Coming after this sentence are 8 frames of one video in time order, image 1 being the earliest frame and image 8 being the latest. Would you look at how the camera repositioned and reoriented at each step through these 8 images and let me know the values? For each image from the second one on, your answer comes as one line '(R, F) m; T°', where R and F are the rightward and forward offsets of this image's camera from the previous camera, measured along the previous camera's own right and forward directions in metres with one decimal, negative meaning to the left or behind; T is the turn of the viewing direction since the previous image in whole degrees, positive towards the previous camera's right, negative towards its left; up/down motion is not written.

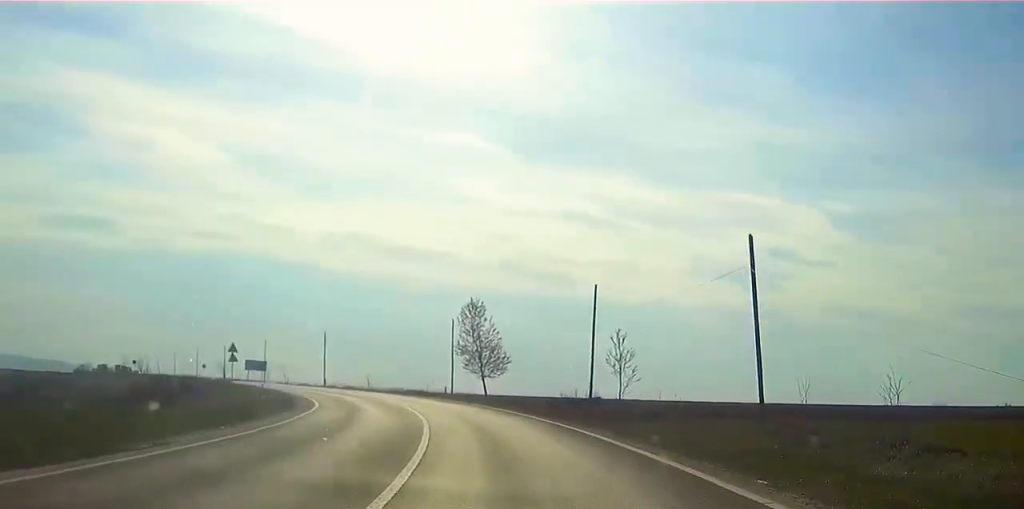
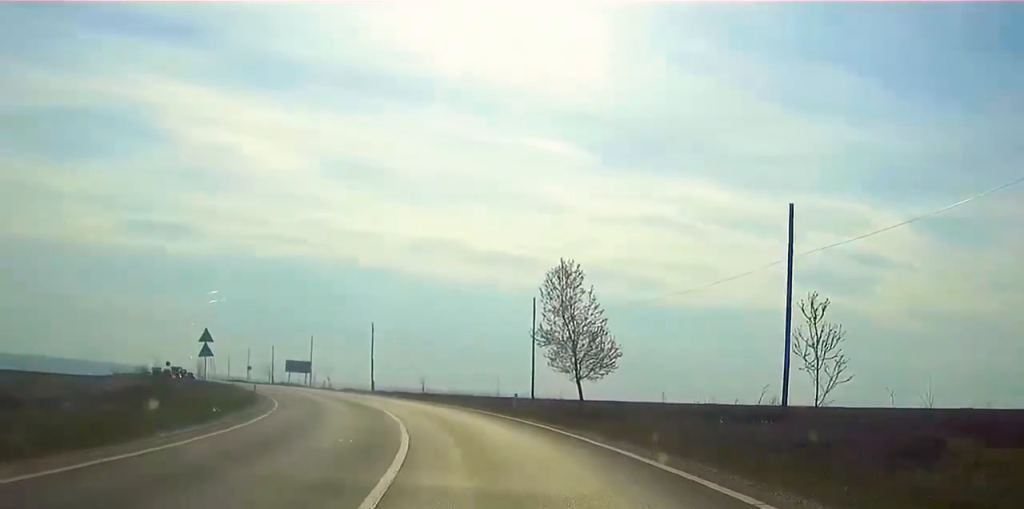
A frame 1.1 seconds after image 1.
(0.0, +26.7) m; -5°
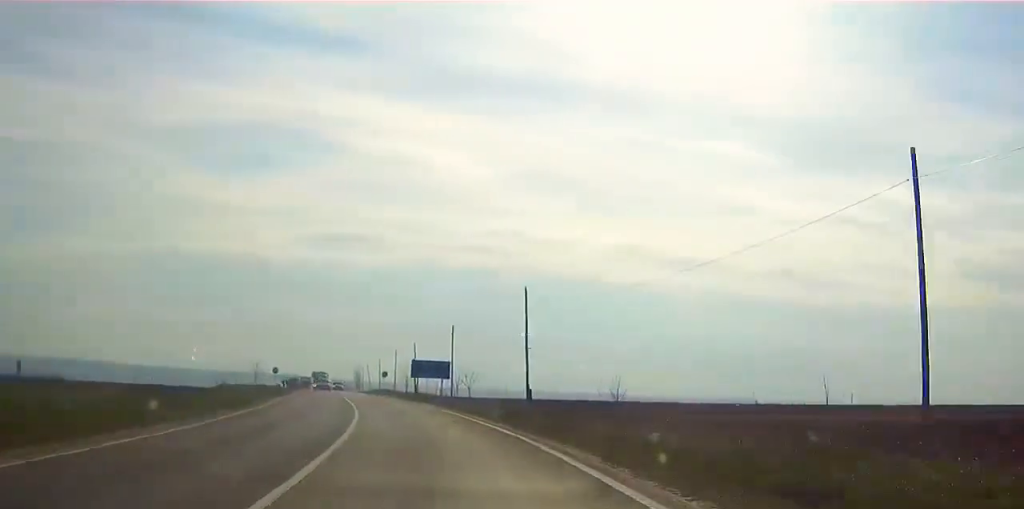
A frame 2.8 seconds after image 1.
(-3.8, +41.2) m; -10°
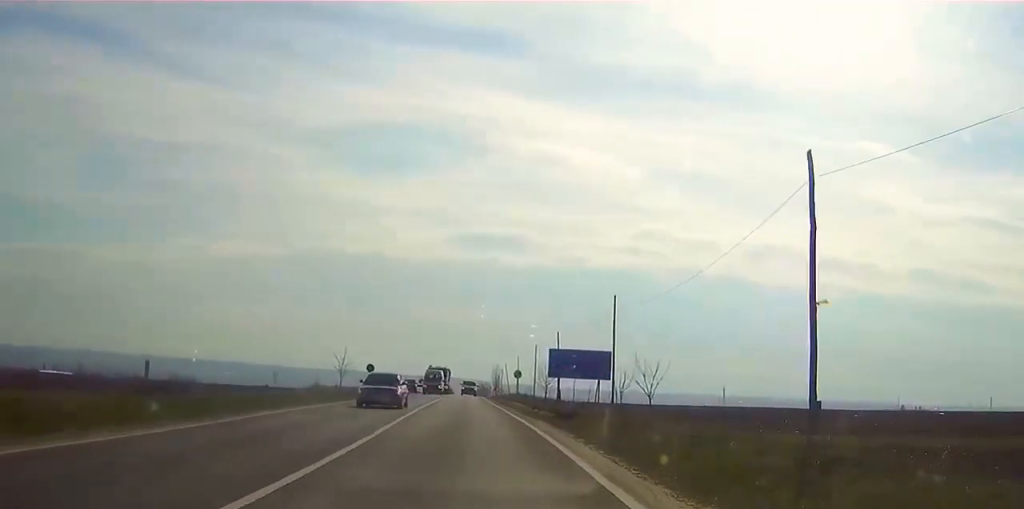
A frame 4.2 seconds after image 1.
(-2.9, +32.2) m; -8°
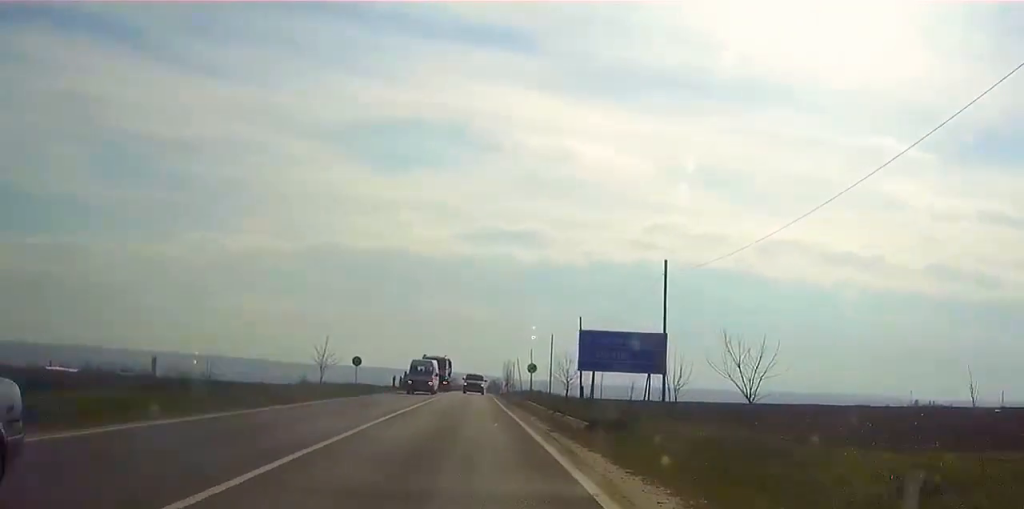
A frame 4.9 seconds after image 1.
(0.0, +15.1) m; -1°
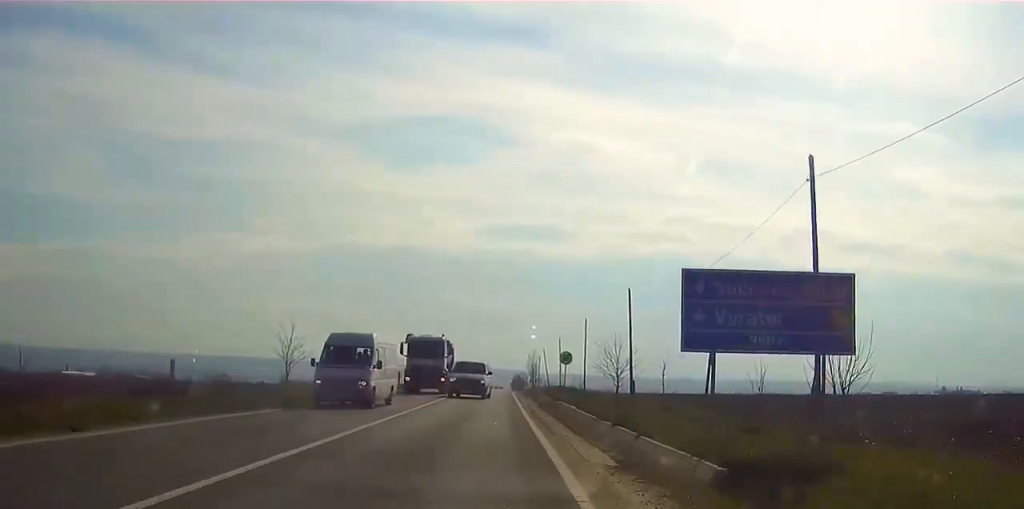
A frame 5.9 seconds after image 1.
(-0.4, +20.3) m; -2°
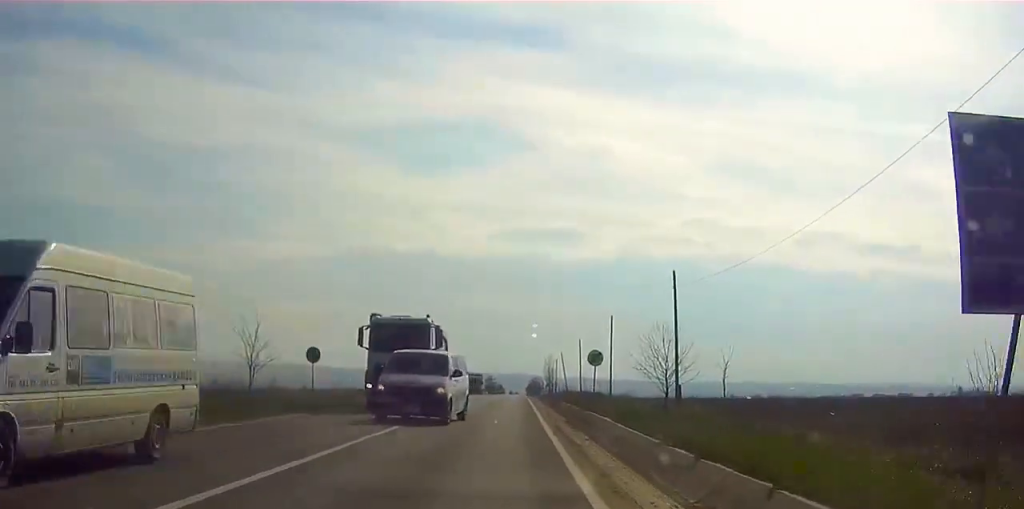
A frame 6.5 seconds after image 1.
(-0.2, +12.5) m; -1°
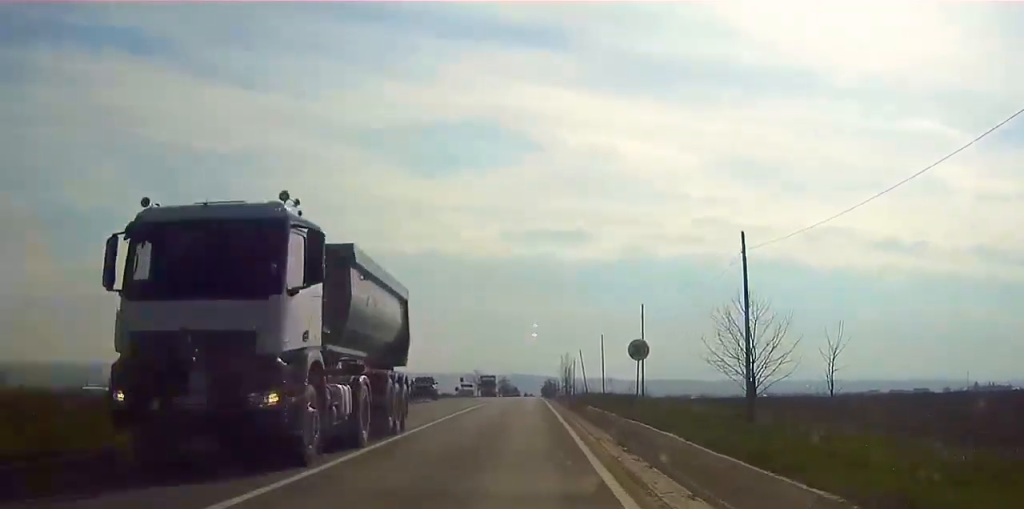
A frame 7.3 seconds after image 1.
(-0.2, +13.2) m; -1°
